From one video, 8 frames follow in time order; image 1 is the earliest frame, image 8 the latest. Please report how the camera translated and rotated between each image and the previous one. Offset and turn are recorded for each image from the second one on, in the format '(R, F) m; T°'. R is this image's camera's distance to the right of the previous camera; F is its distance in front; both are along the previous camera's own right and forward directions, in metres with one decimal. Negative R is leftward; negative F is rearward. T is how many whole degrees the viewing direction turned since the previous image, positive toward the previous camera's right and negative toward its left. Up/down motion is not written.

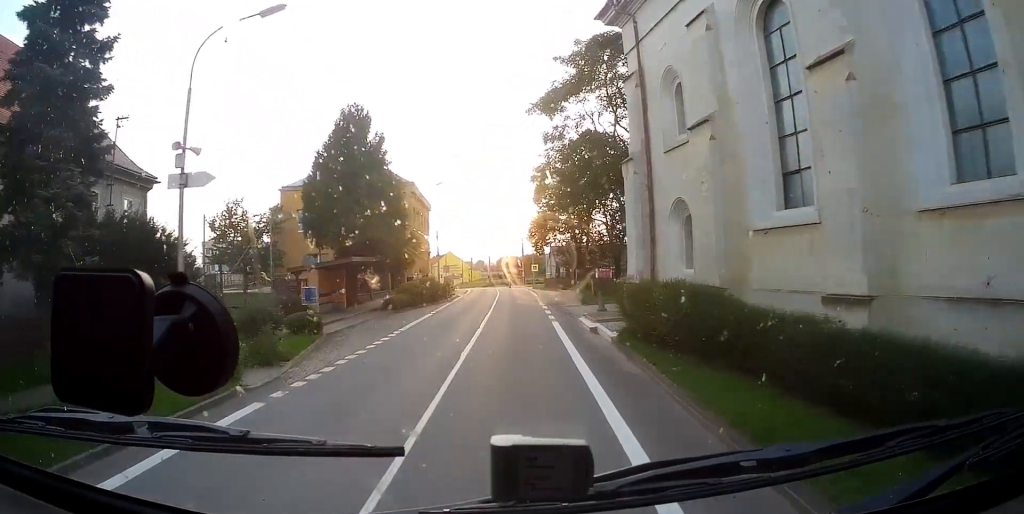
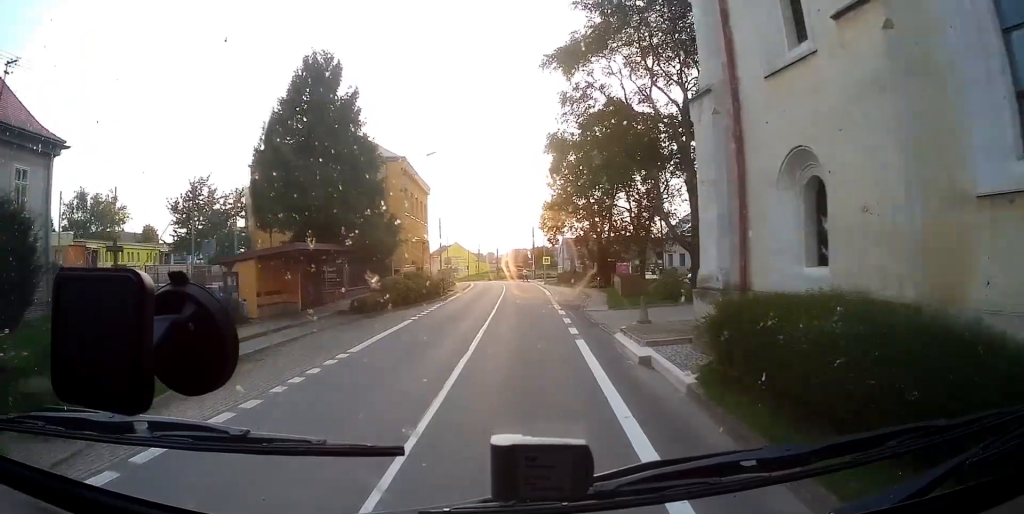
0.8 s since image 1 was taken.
(-0.2, +8.2) m; -1°
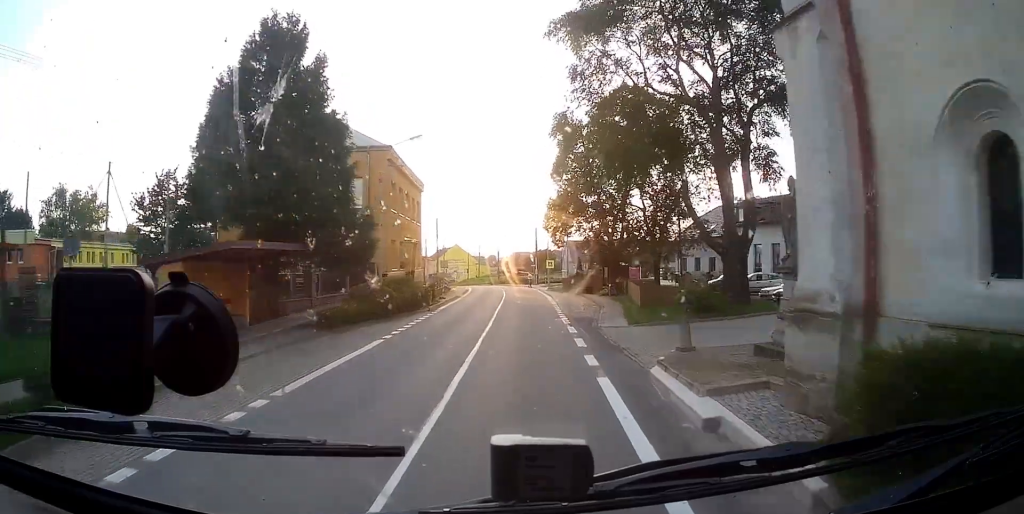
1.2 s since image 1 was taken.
(0.0, +5.2) m; 0°
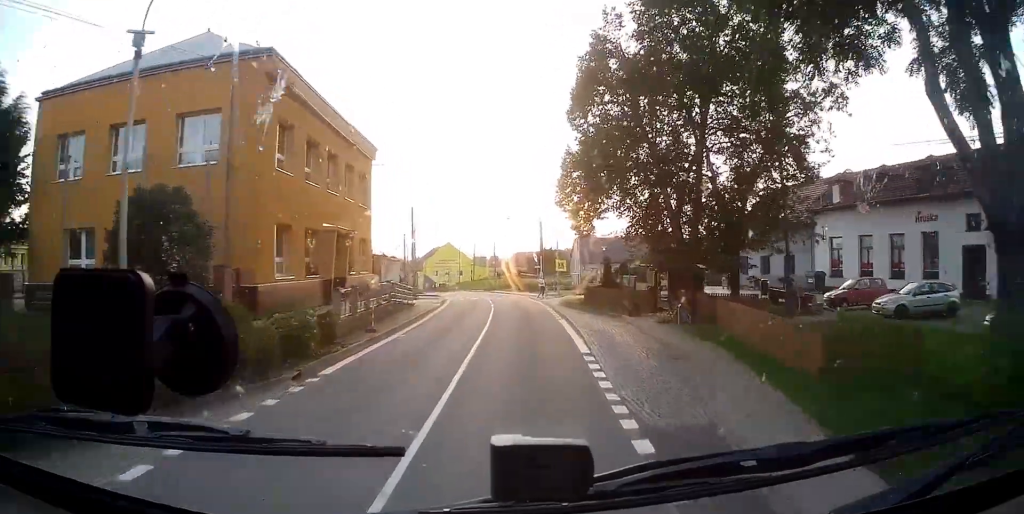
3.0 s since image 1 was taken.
(+0.1, +18.3) m; 0°
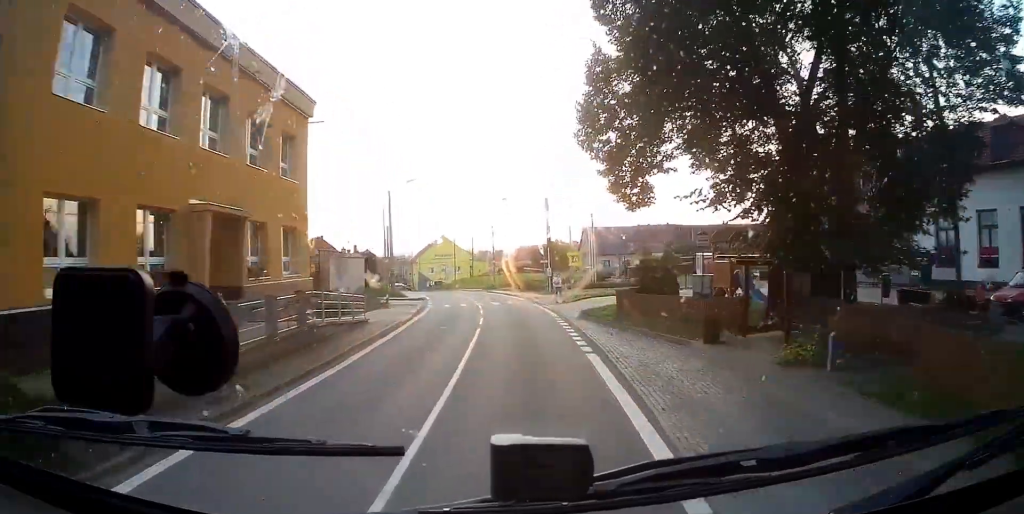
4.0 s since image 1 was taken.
(0.0, +11.3) m; 0°
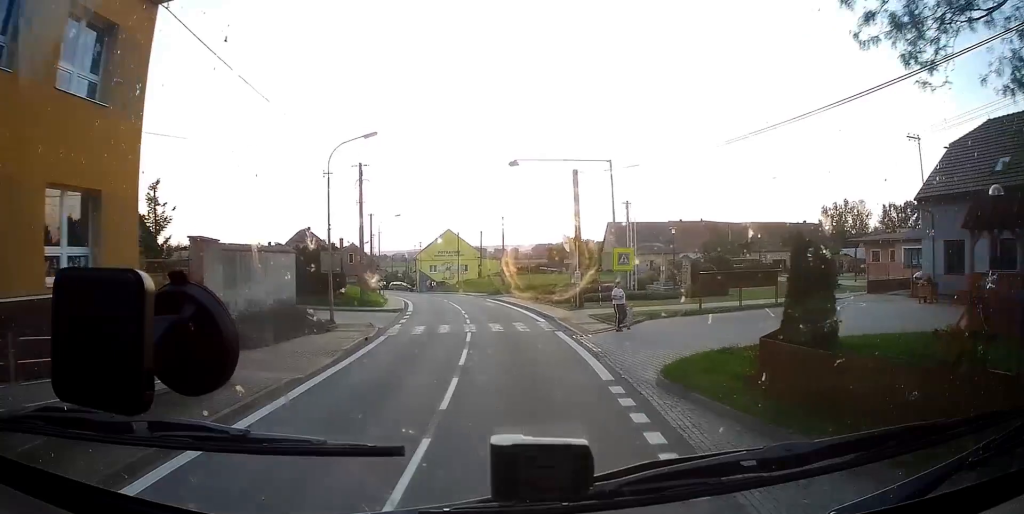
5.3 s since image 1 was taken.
(0.0, +13.3) m; -6°
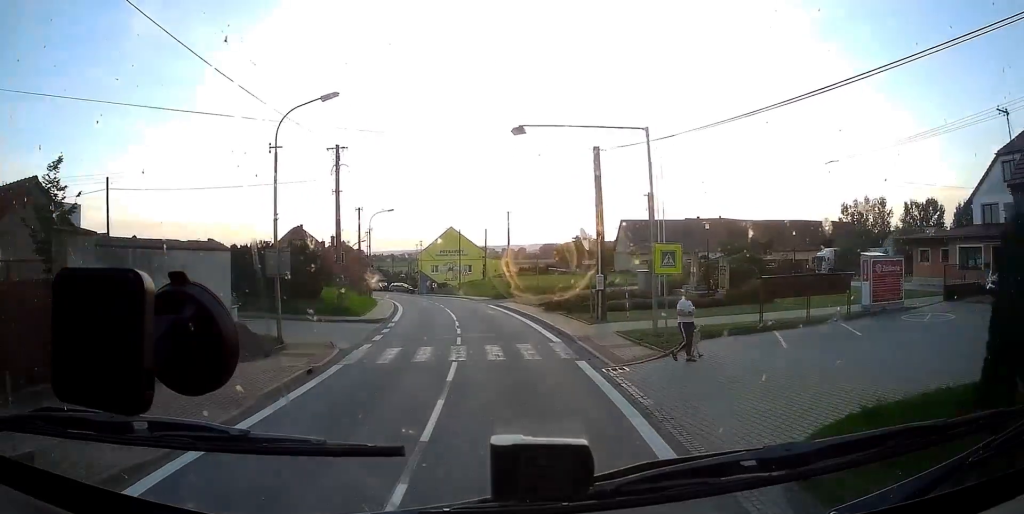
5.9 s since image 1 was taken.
(-0.5, +6.2) m; 0°
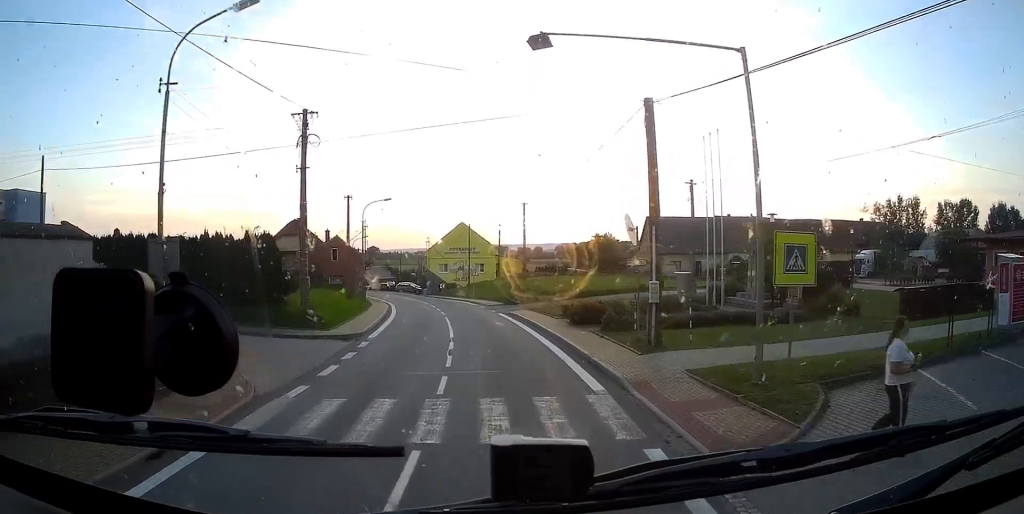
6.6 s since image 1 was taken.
(-0.3, +7.3) m; 0°
